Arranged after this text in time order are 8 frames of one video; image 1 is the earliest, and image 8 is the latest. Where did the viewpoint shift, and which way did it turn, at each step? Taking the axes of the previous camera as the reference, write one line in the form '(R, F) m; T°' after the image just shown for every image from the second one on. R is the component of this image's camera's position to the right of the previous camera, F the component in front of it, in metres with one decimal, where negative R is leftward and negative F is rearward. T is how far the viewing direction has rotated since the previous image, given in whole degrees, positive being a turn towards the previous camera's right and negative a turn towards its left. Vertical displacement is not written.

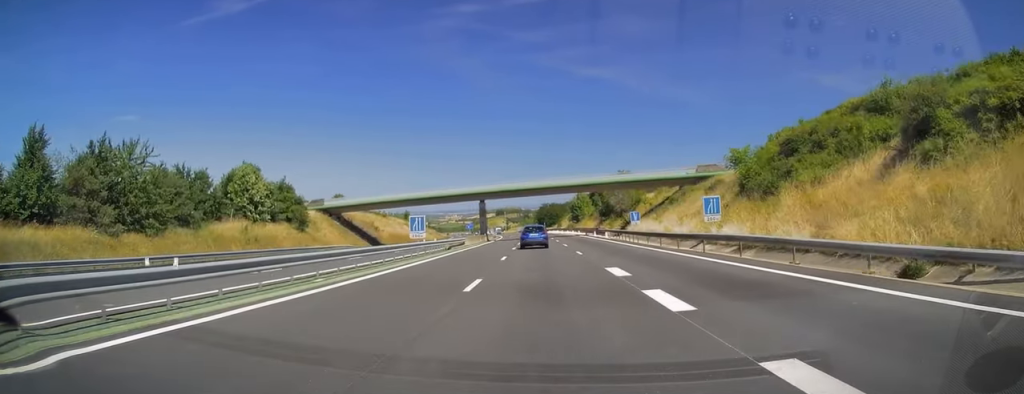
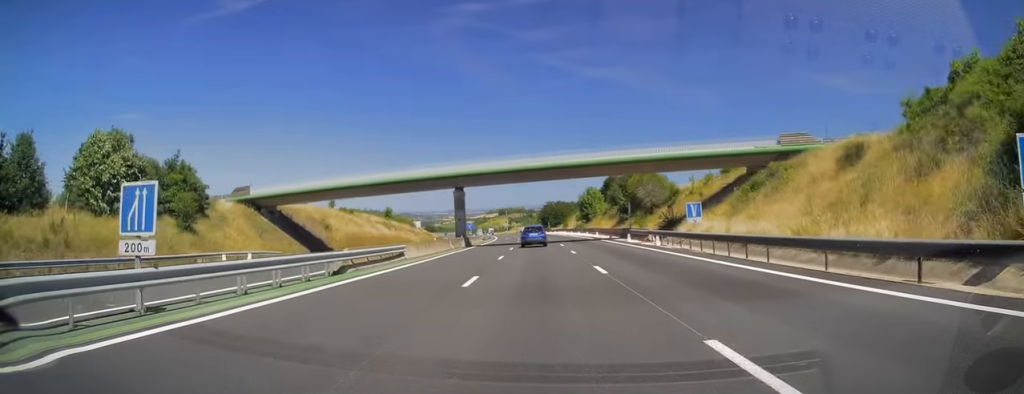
(-0.2, +24.9) m; -1°
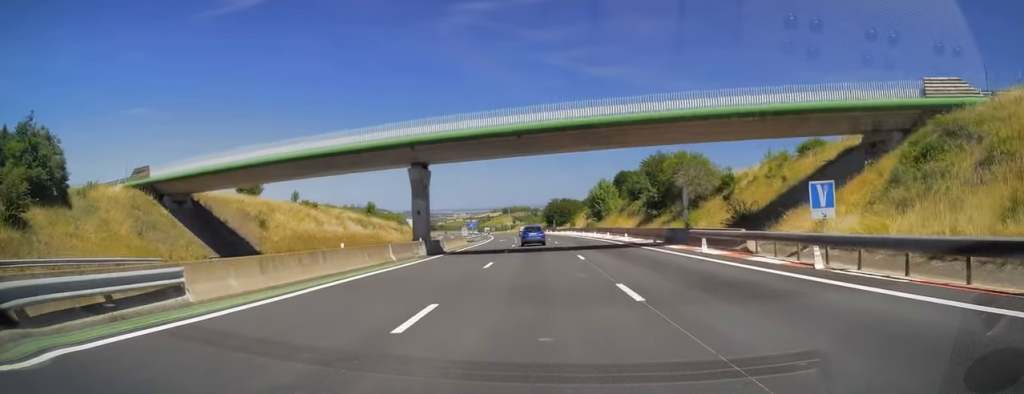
(-0.4, +19.5) m; 0°
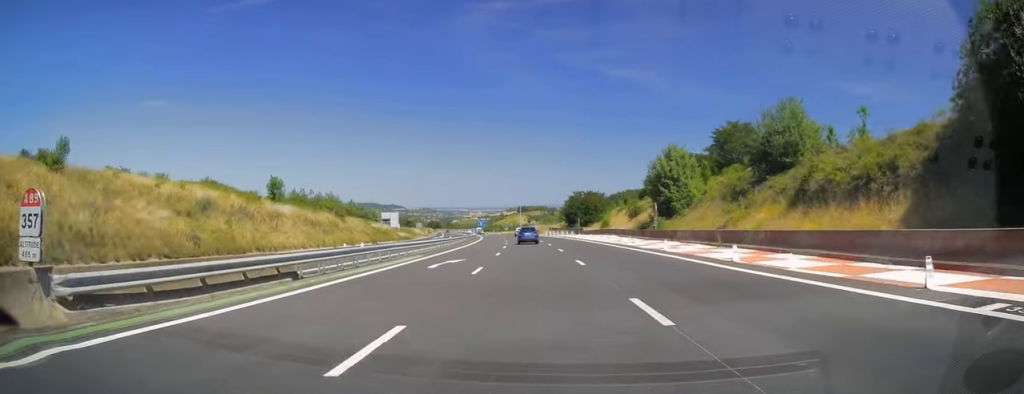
(0.0, +54.6) m; -1°
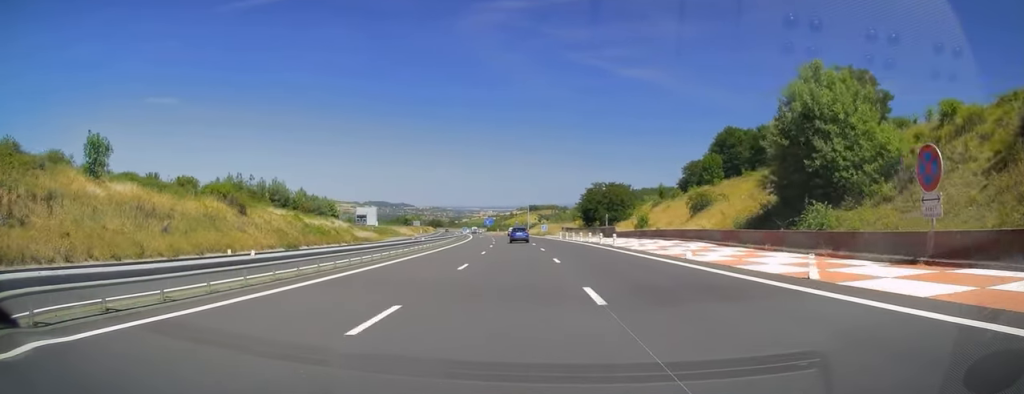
(-0.2, +36.8) m; -1°
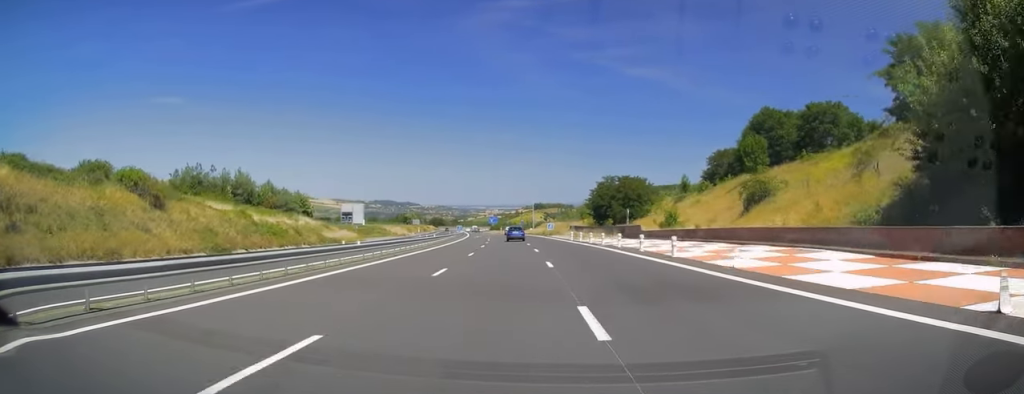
(-0.1, +16.3) m; -1°
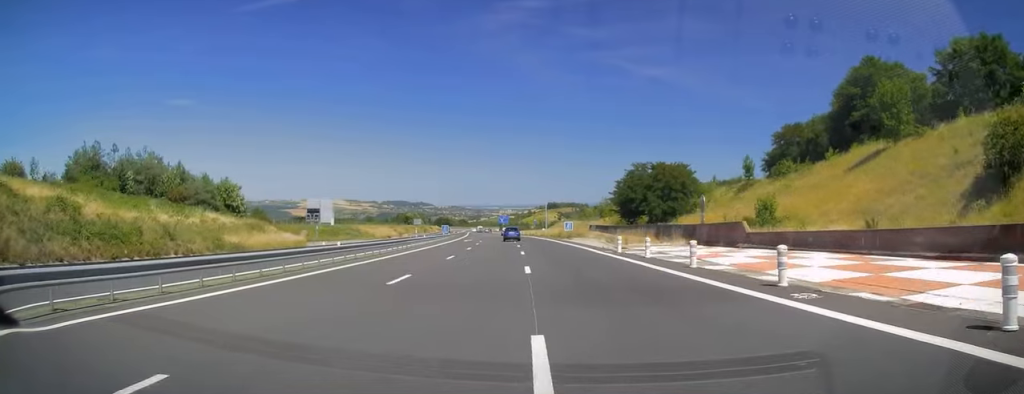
(-0.3, +28.7) m; -2°
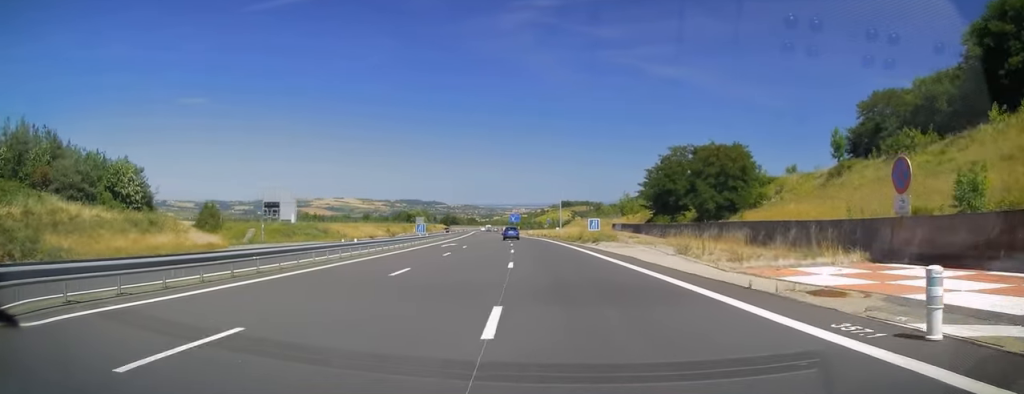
(-0.2, +23.2) m; -1°
